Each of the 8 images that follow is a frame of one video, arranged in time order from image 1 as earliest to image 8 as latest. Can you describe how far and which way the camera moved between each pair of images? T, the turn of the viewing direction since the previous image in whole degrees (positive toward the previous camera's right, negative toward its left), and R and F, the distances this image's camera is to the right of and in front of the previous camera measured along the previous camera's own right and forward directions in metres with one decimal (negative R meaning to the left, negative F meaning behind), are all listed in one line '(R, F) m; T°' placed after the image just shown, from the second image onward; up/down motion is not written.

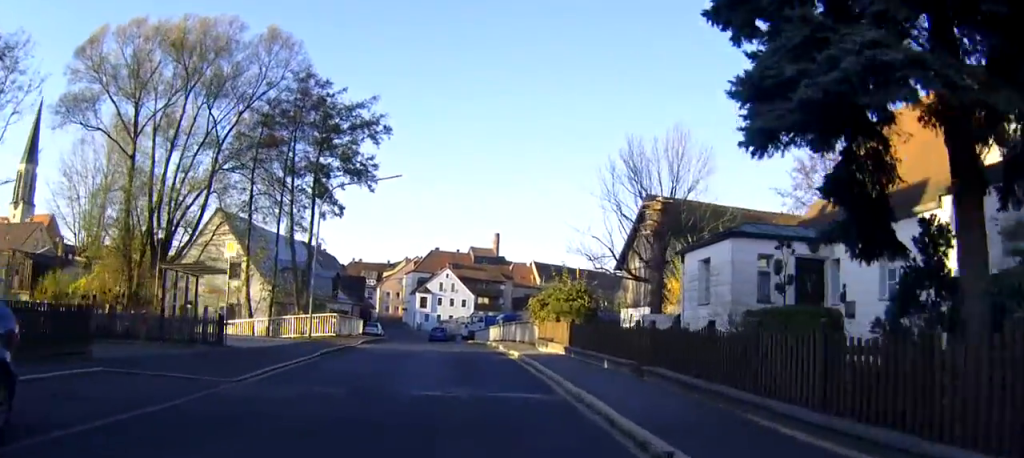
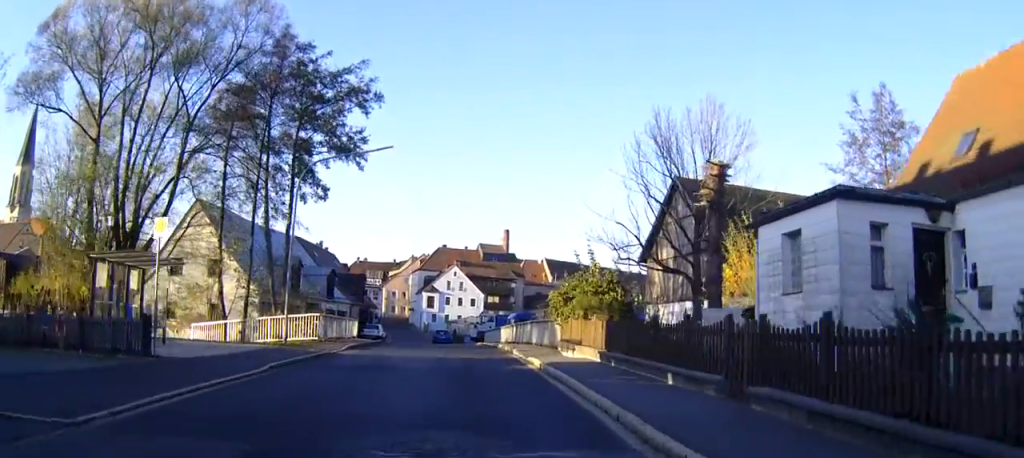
(-0.1, +5.6) m; -1°
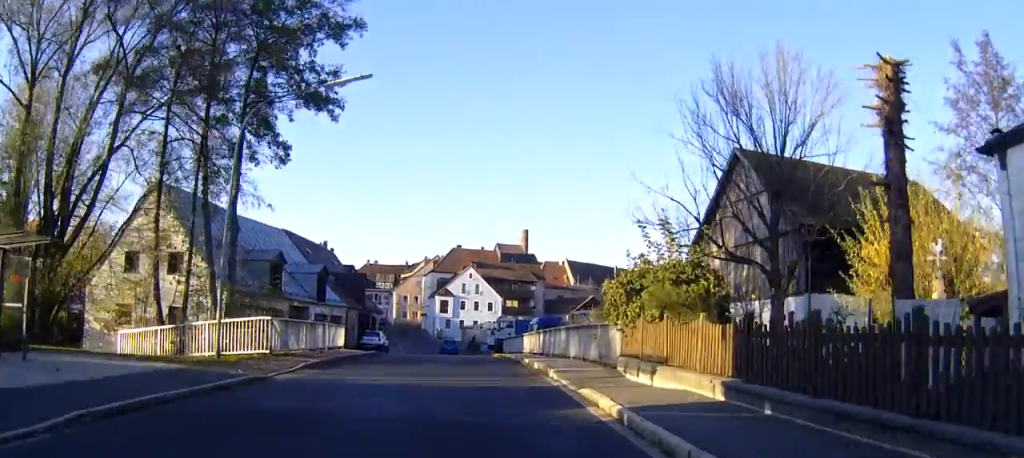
(0.0, +8.9) m; -1°
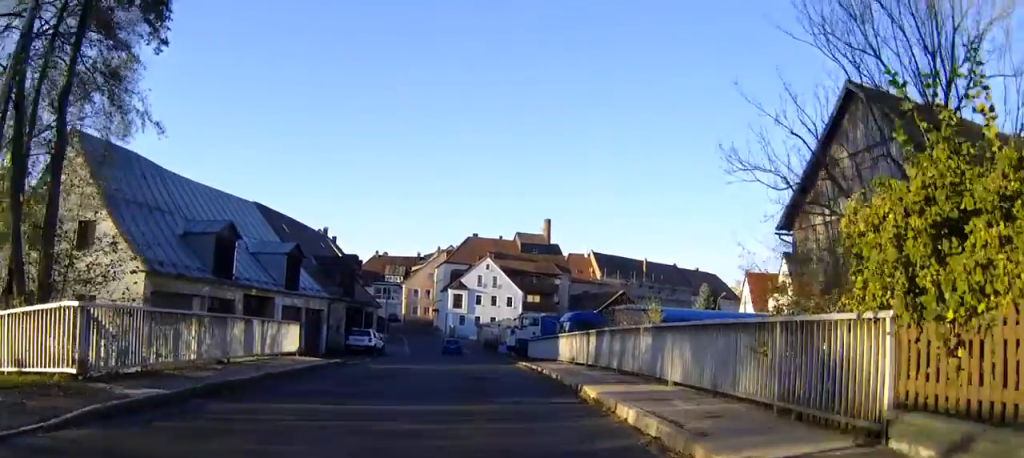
(-0.2, +11.6) m; -1°
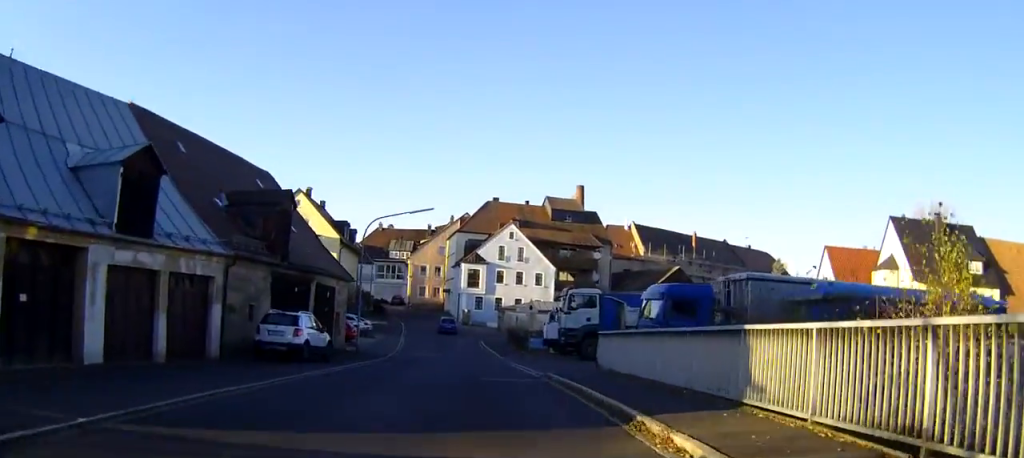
(-0.3, +20.0) m; -2°
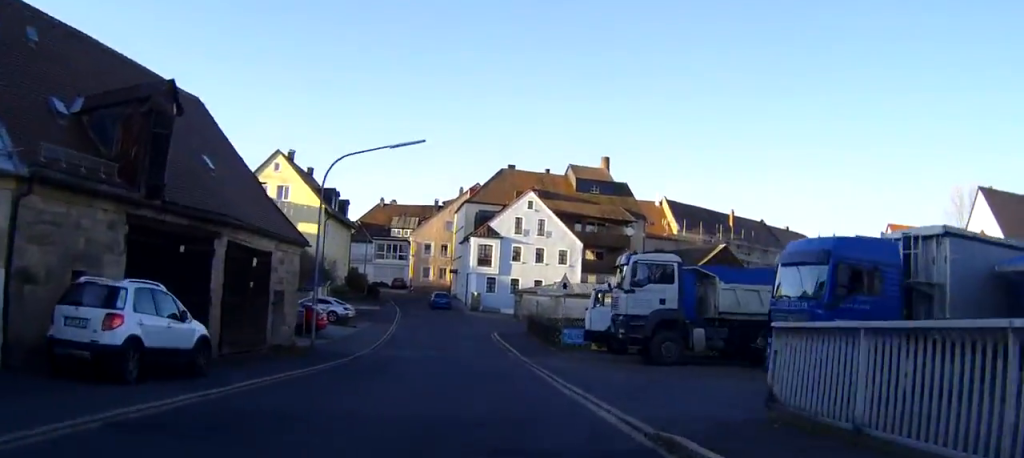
(-0.1, +12.3) m; -1°
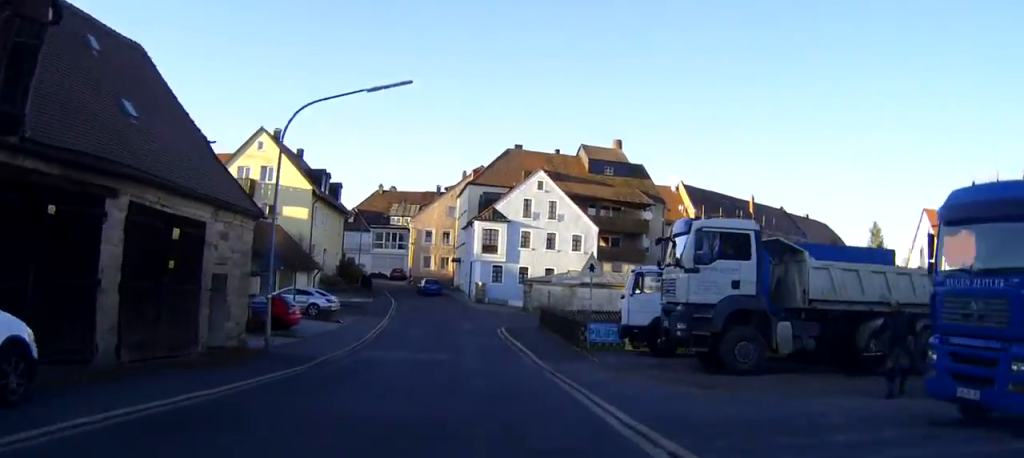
(0.0, +6.1) m; -1°
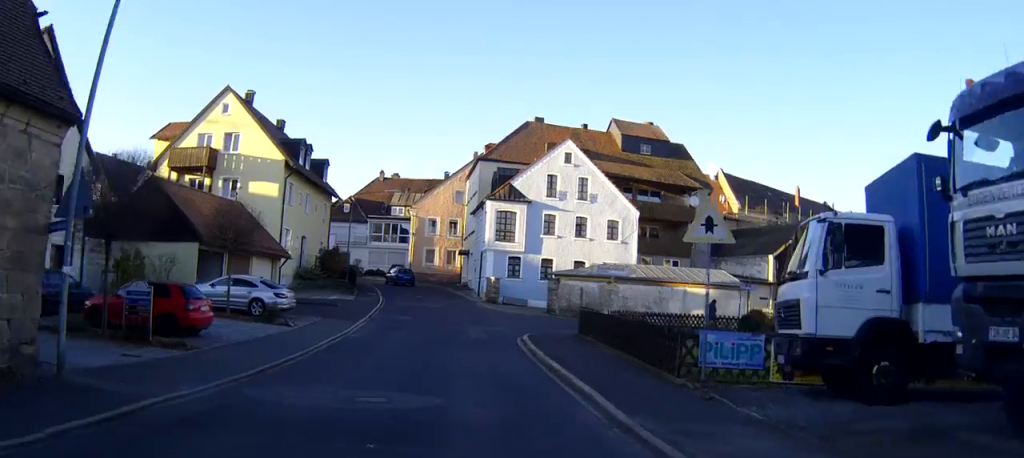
(-0.1, +11.1) m; -1°
